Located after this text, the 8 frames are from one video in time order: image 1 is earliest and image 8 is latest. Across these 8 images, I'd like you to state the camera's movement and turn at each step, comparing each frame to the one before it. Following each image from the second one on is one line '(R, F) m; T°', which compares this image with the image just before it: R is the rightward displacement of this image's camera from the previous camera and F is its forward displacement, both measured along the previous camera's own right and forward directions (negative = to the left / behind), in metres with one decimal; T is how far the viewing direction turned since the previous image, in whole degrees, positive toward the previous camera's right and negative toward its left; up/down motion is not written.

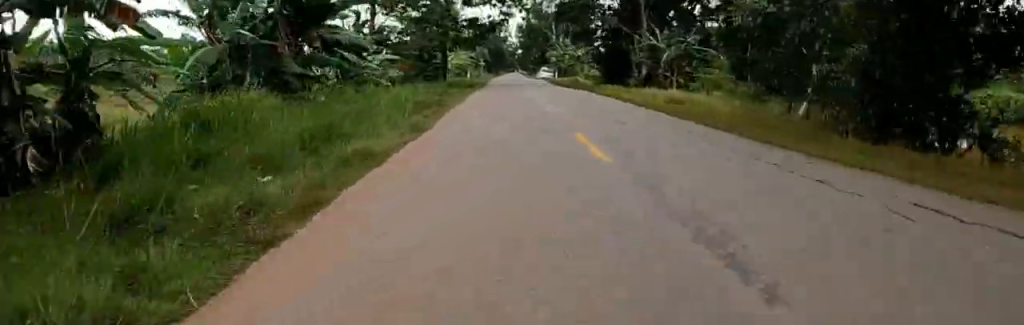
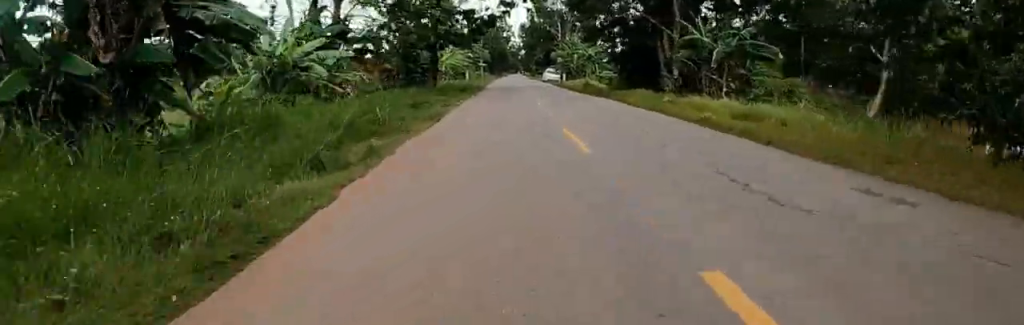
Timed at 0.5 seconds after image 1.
(0.0, +6.7) m; 0°
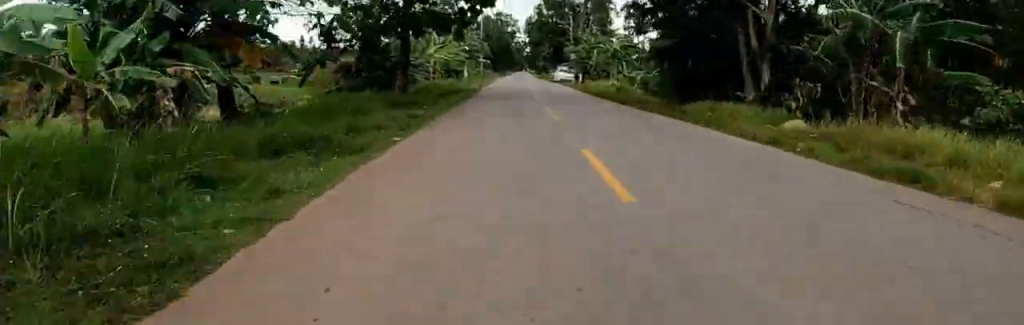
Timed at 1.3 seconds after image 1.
(+0.1, +10.6) m; 0°
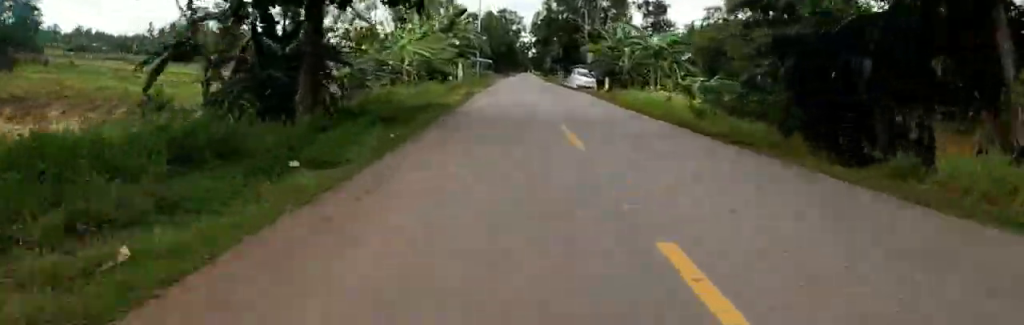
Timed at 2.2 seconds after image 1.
(0.0, +11.3) m; 0°
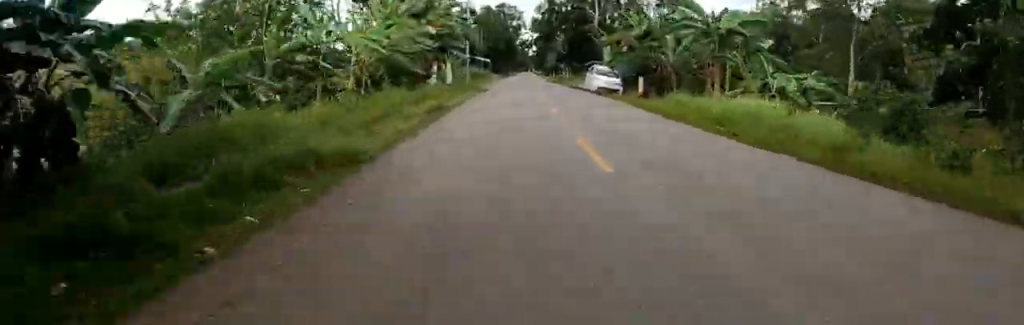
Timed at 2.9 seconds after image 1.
(0.0, +10.1) m; 0°
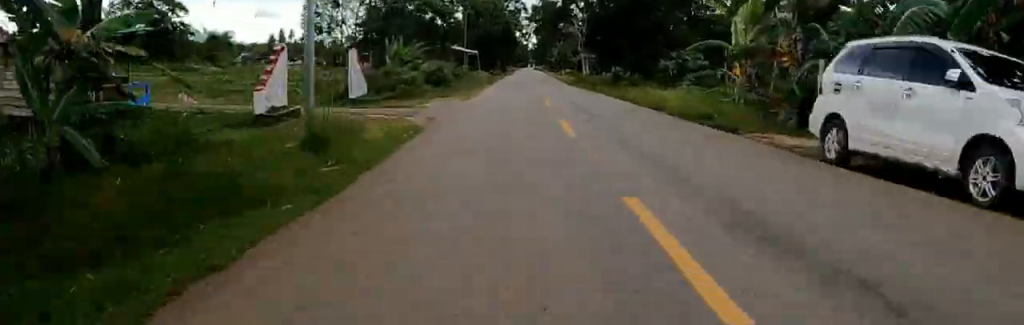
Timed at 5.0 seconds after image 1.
(-0.4, +28.9) m; 0°
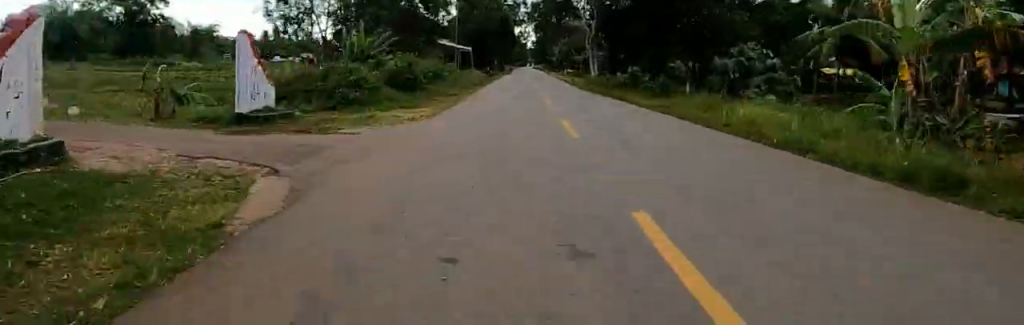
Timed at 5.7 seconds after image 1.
(-0.1, +9.0) m; +2°
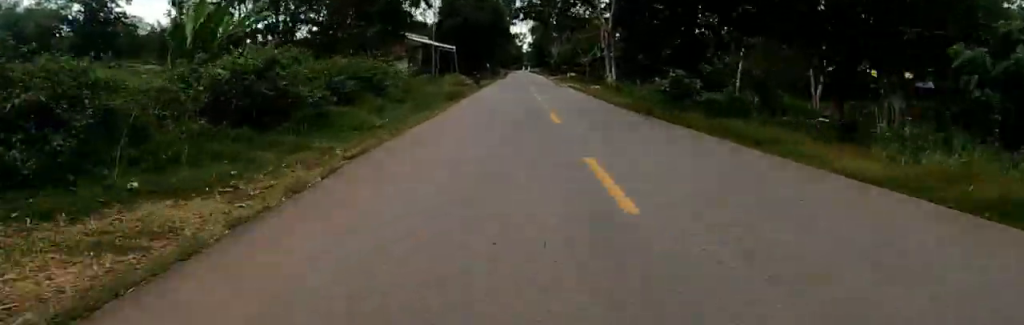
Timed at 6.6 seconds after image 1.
(+0.6, +12.1) m; +2°
